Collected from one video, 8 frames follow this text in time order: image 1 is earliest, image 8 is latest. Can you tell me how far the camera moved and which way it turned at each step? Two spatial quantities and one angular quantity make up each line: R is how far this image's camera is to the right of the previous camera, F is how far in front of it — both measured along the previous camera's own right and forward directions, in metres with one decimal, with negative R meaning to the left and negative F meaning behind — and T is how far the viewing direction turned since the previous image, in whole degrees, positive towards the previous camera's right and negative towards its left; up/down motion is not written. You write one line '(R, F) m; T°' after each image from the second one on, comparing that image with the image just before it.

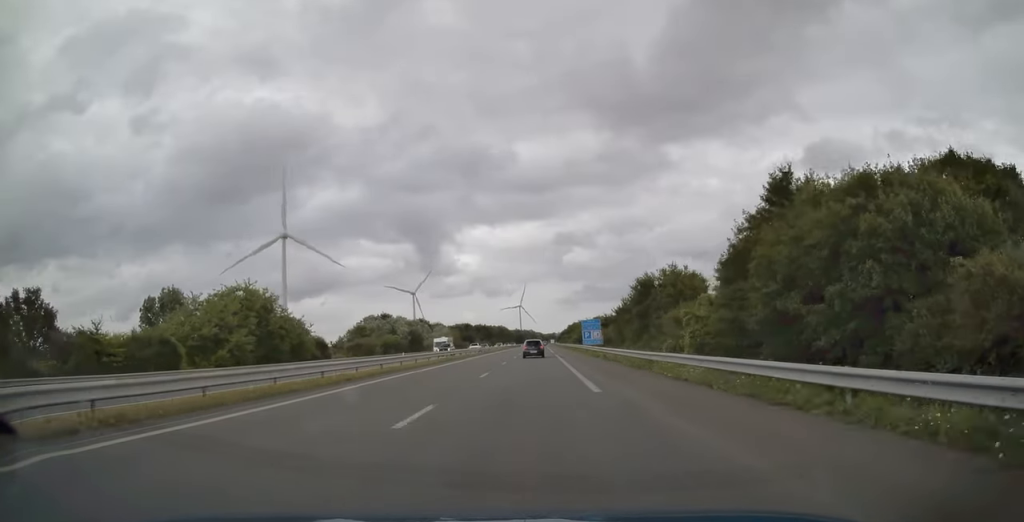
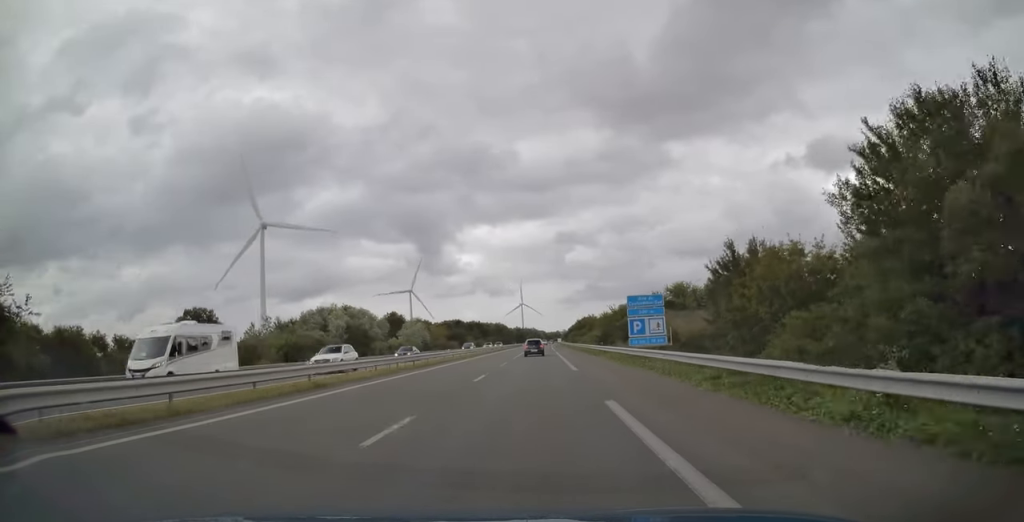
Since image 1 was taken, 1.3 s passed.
(0.0, +41.4) m; 0°
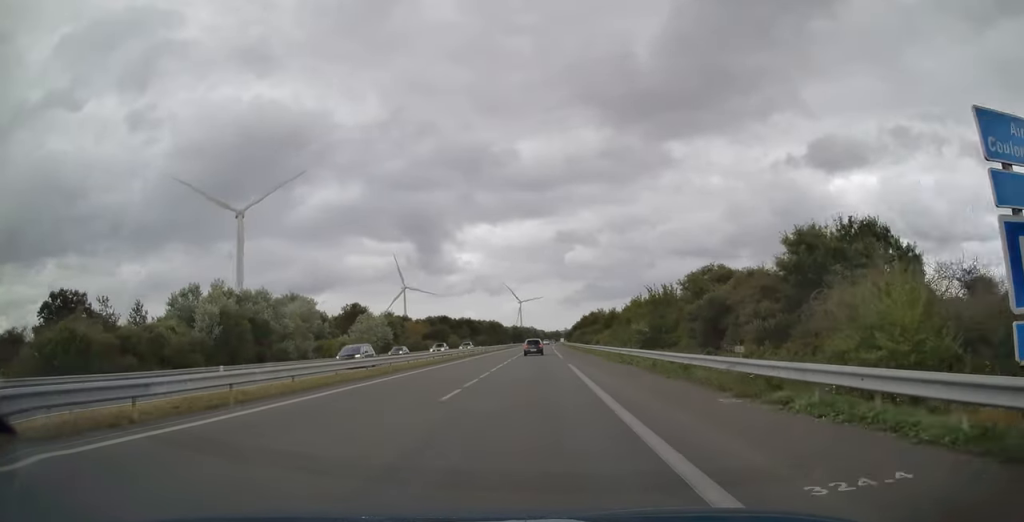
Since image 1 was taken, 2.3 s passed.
(-0.2, +33.3) m; 0°
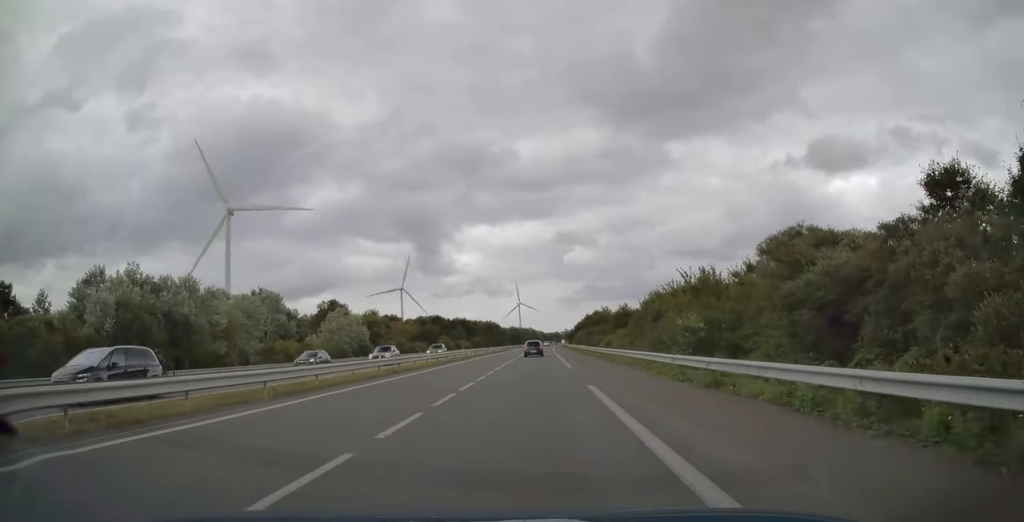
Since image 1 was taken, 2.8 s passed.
(-0.2, +14.0) m; 0°
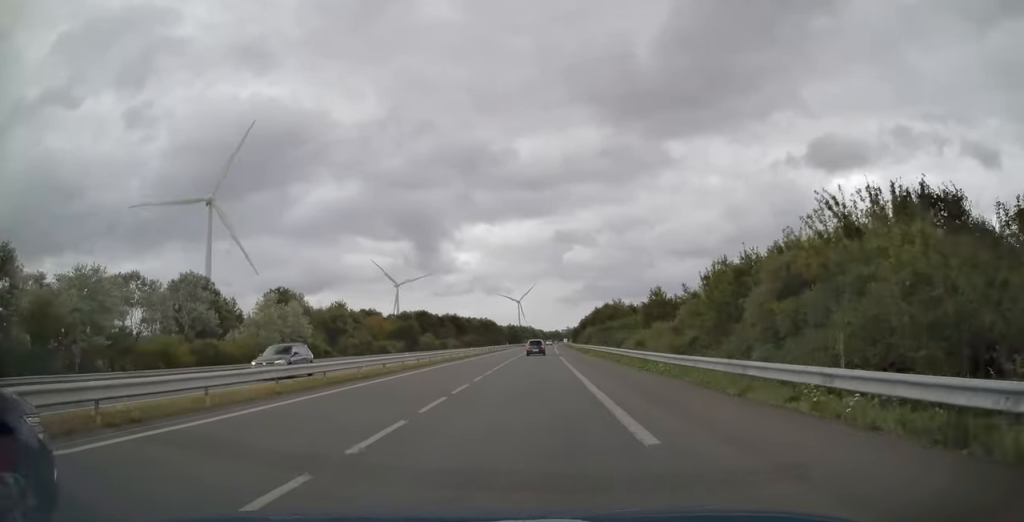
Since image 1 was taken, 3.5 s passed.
(+0.2, +23.1) m; +1°
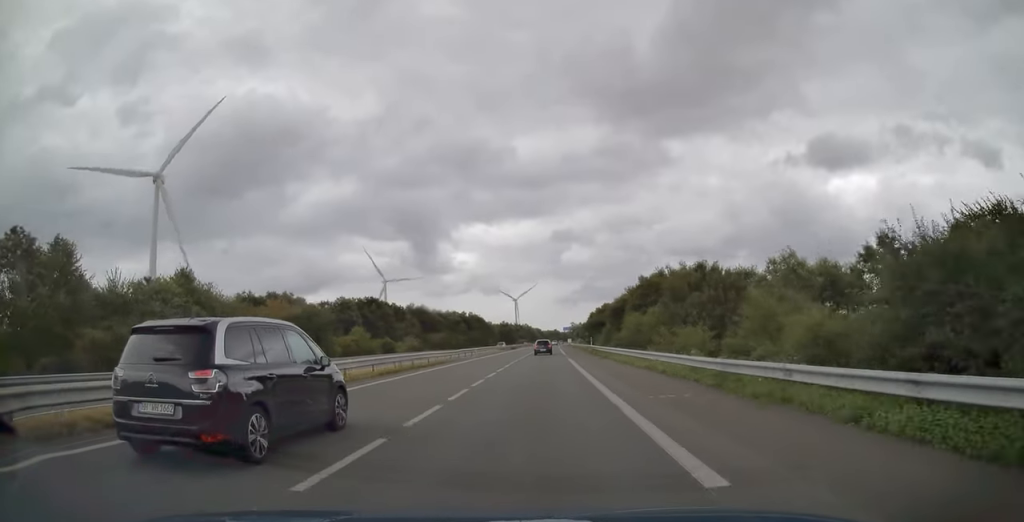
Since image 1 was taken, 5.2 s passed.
(+0.3, +54.2) m; 0°
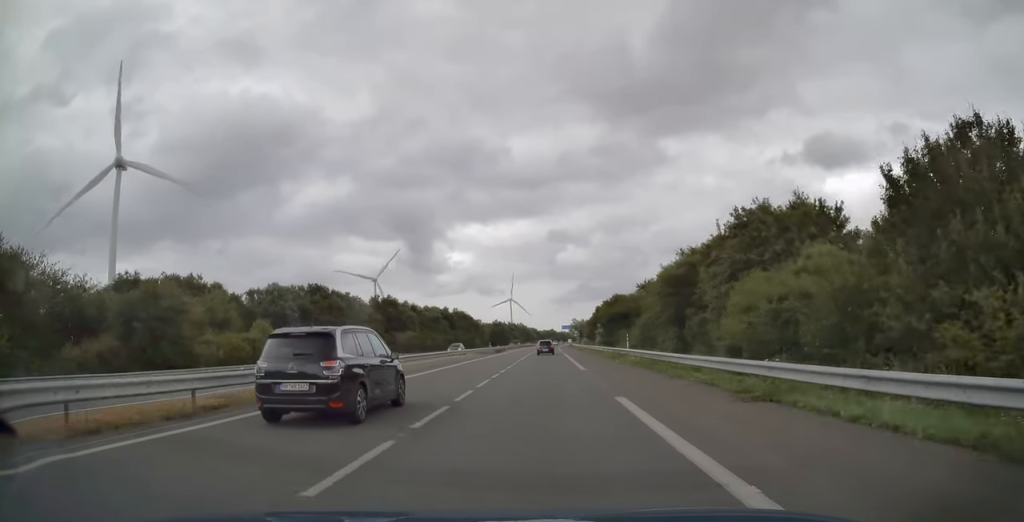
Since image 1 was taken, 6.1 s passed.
(-0.2, +30.5) m; 0°
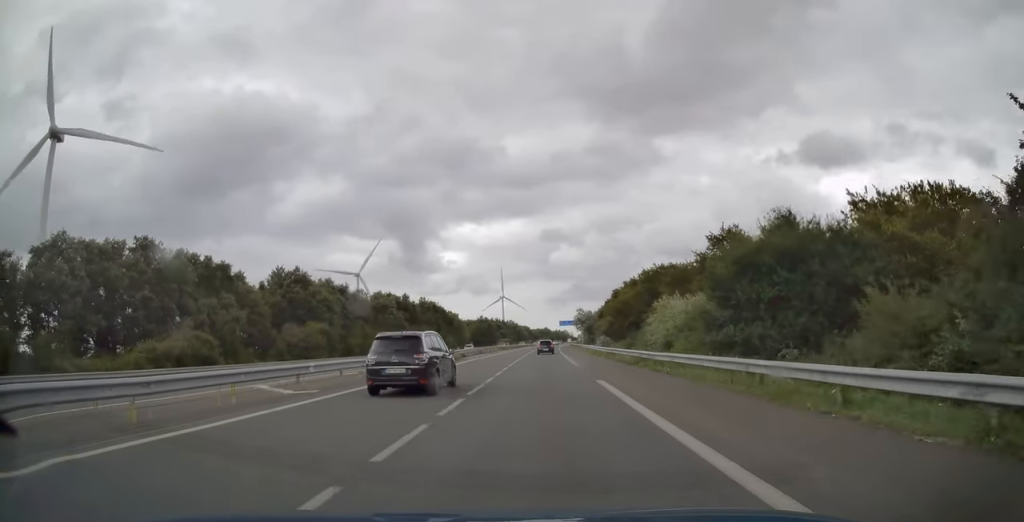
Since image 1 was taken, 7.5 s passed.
(+0.5, +46.0) m; +1°
